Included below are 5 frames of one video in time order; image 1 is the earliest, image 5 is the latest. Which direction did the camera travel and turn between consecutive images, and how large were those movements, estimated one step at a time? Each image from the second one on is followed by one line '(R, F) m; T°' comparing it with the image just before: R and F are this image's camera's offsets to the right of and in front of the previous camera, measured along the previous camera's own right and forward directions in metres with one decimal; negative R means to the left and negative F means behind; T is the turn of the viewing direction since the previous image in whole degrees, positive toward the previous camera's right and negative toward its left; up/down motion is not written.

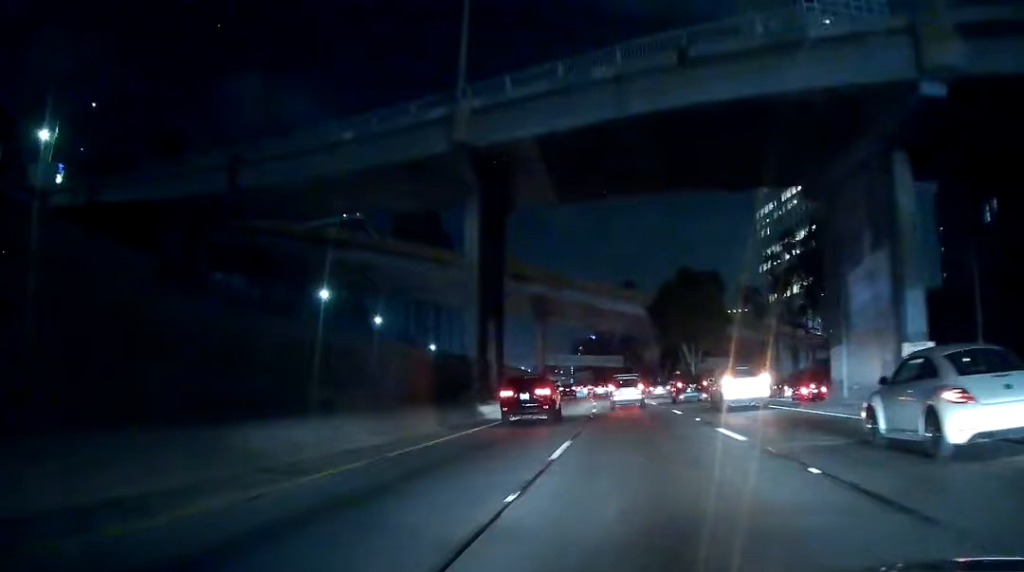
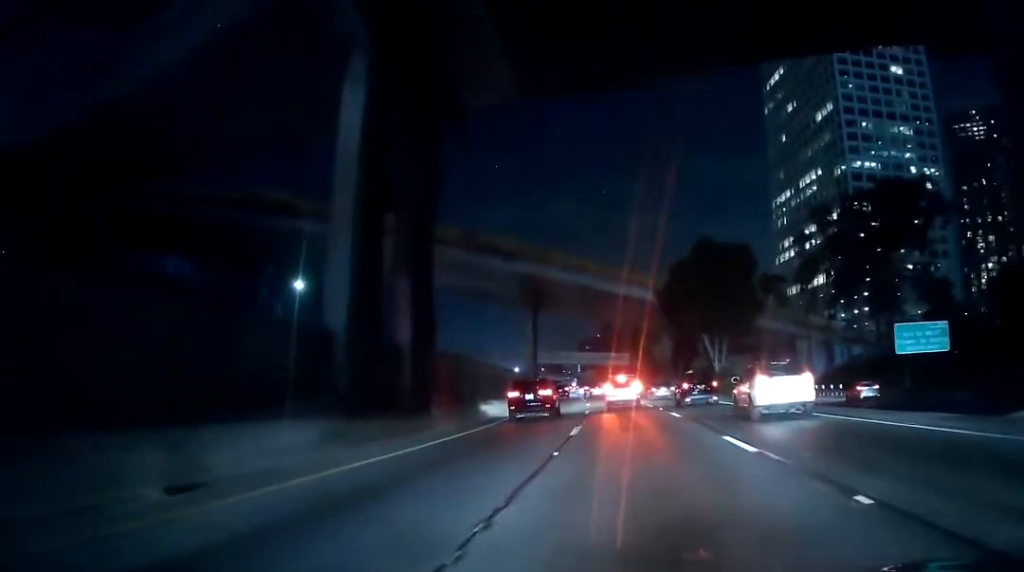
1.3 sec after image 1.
(+0.5, +17.3) m; +3°
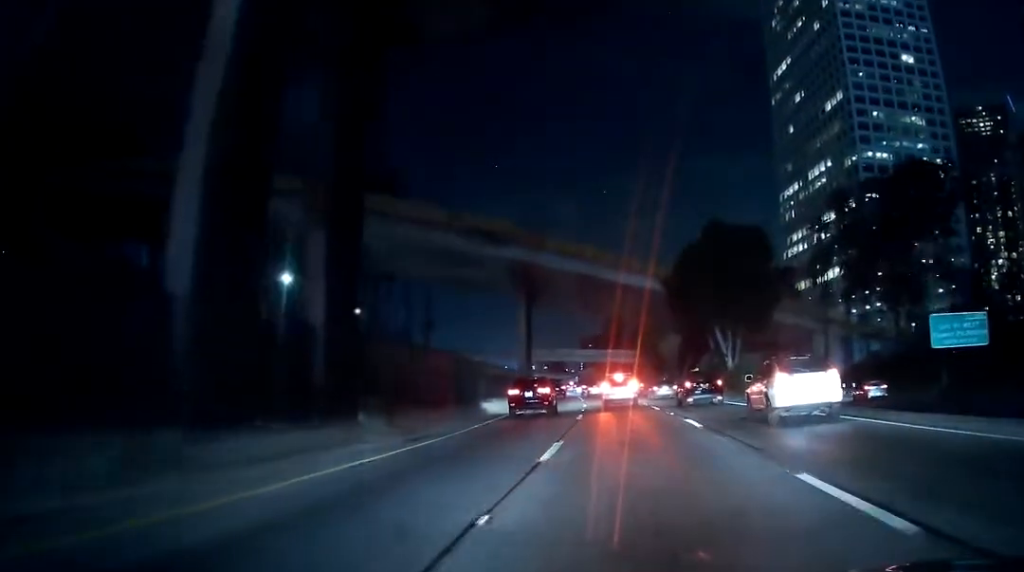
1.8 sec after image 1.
(+0.1, +7.4) m; -1°
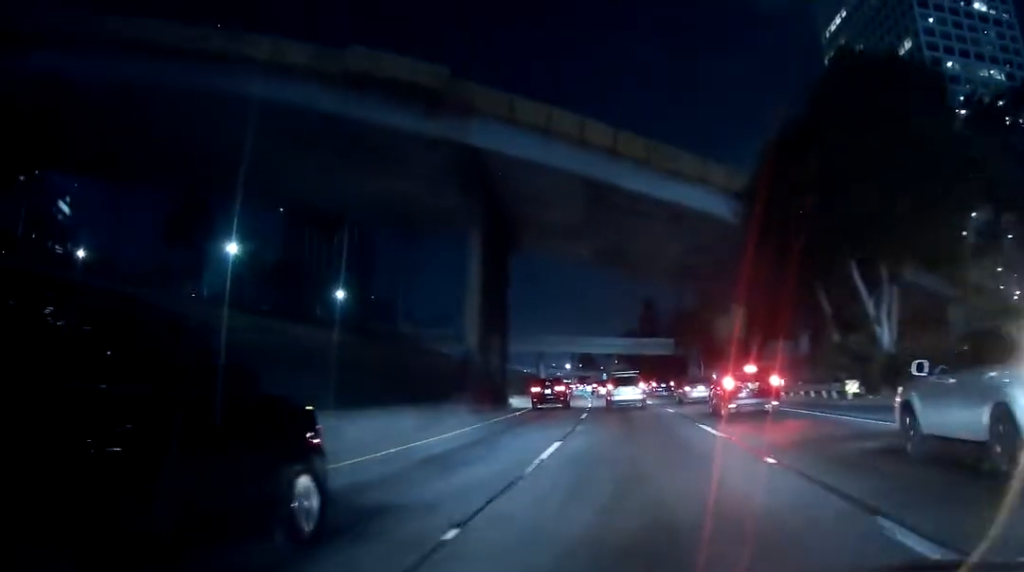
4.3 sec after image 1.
(-2.2, +31.6) m; -6°
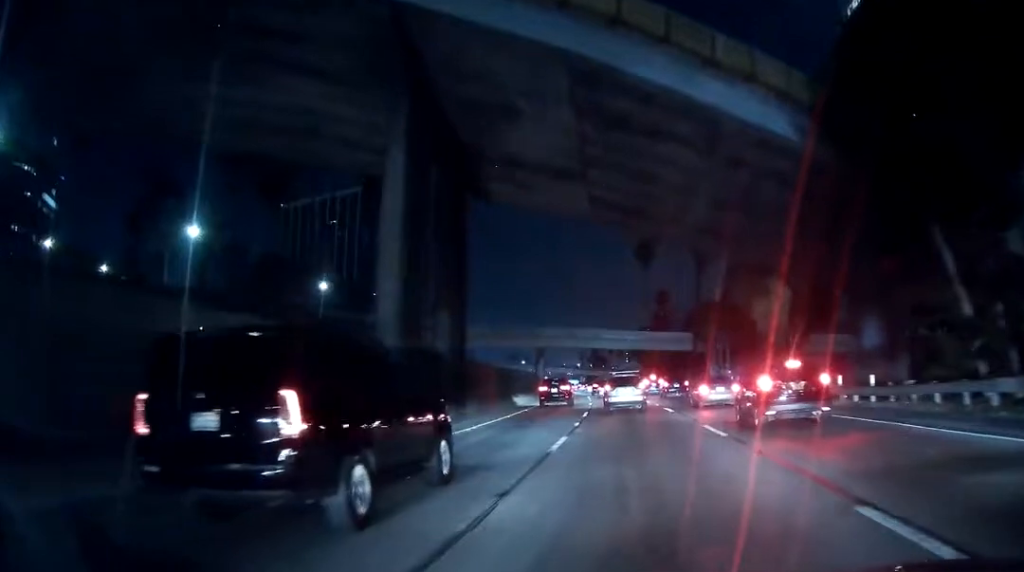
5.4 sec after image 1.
(+0.4, +14.3) m; +1°
